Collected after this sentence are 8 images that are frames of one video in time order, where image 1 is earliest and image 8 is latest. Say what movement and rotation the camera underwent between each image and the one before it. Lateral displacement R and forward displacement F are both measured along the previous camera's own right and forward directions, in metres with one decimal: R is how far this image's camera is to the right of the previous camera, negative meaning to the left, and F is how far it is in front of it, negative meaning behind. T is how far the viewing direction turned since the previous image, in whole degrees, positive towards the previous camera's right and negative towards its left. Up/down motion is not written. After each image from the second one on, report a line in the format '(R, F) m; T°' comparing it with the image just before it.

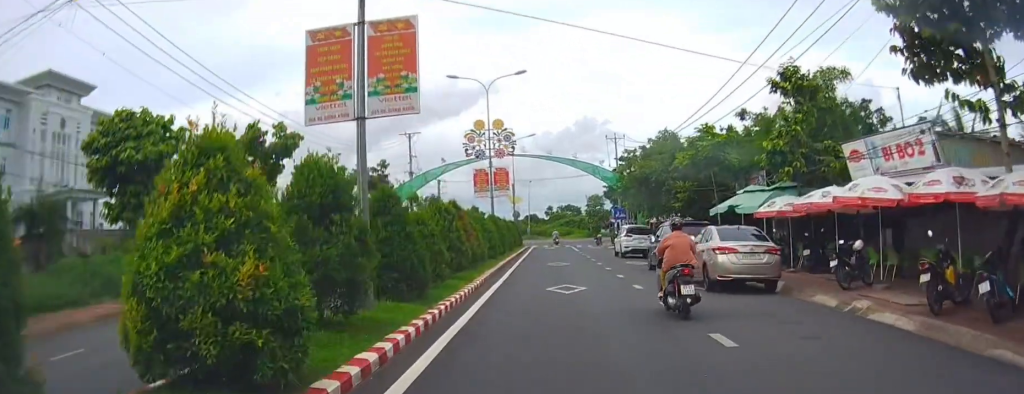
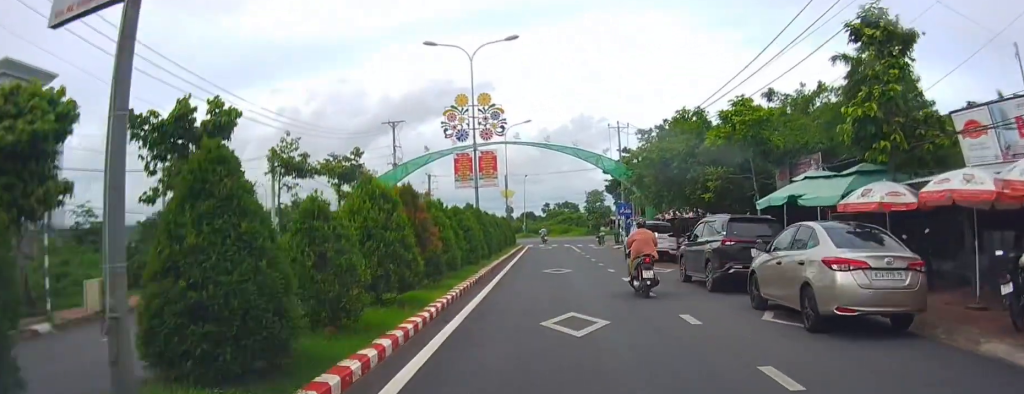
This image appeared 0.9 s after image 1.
(-0.1, +6.6) m; -2°
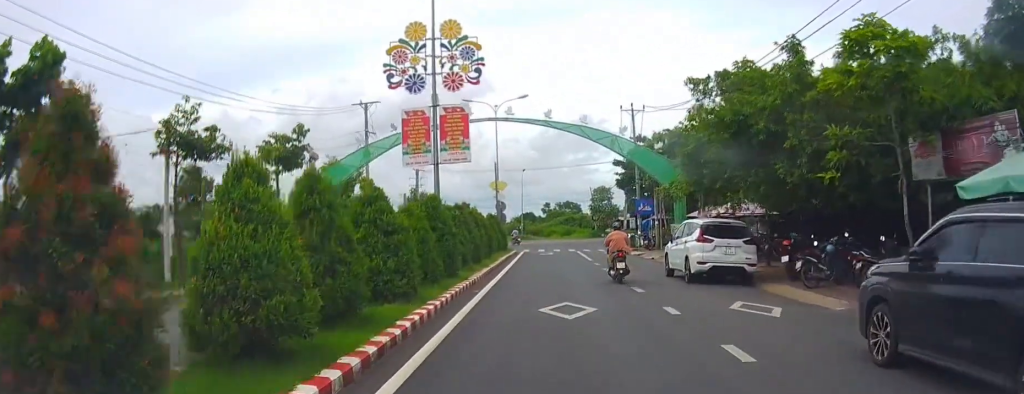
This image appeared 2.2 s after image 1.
(0.0, +11.2) m; +3°
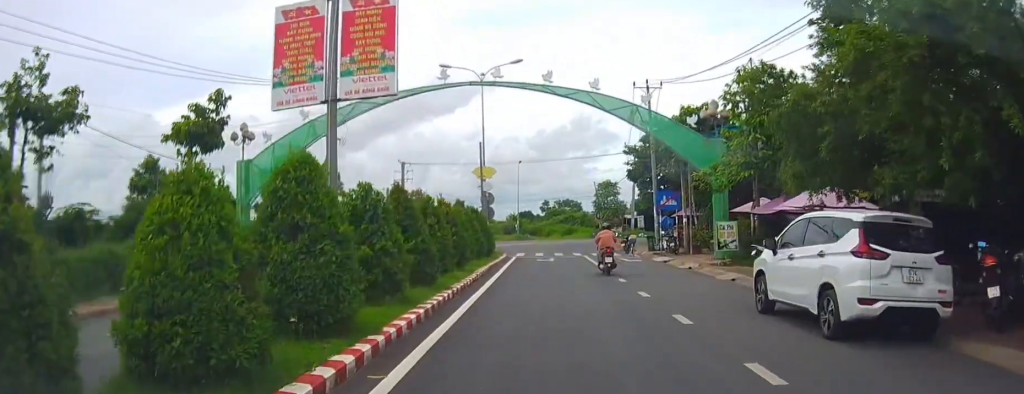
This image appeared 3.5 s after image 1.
(+0.2, +9.8) m; +1°
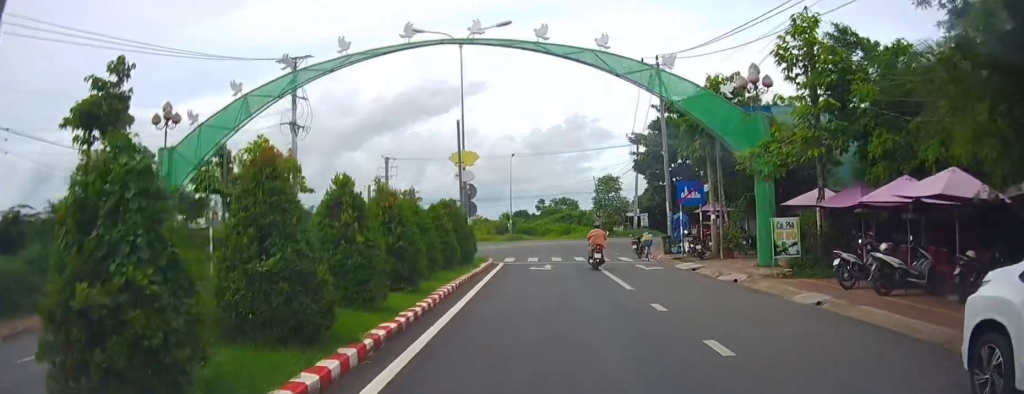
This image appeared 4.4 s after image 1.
(0.0, +7.6) m; 0°
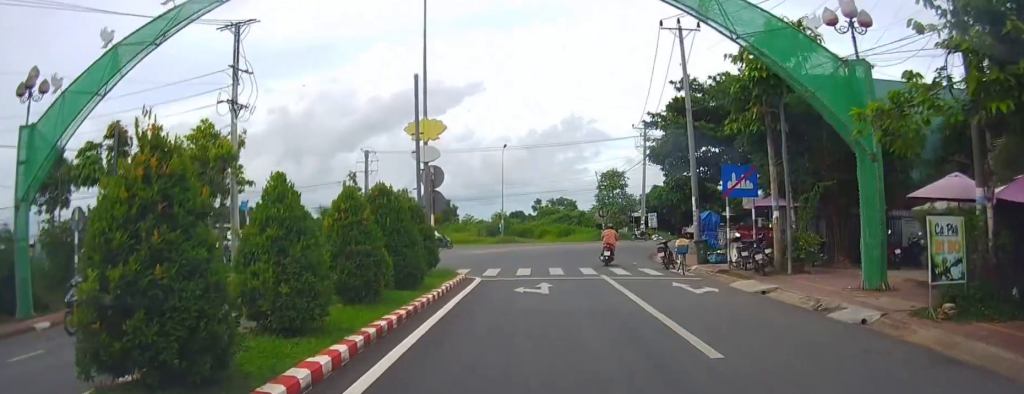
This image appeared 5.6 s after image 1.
(-0.2, +9.3) m; -8°
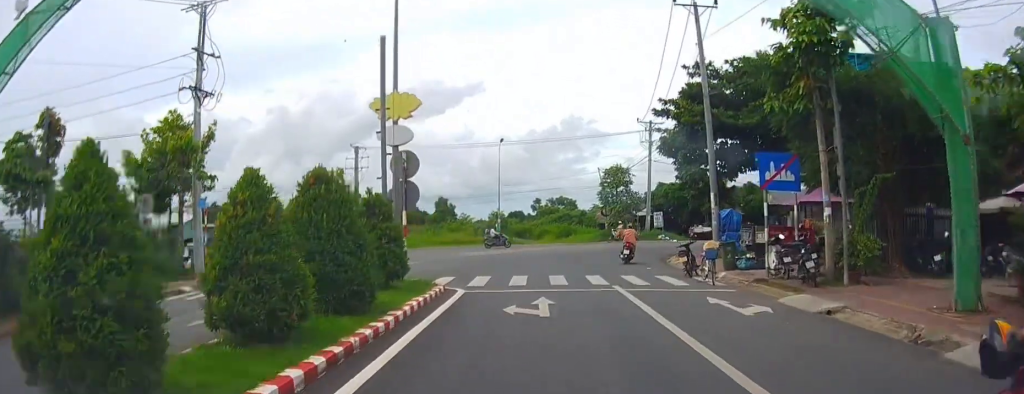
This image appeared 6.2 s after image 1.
(-0.6, +4.3) m; -1°
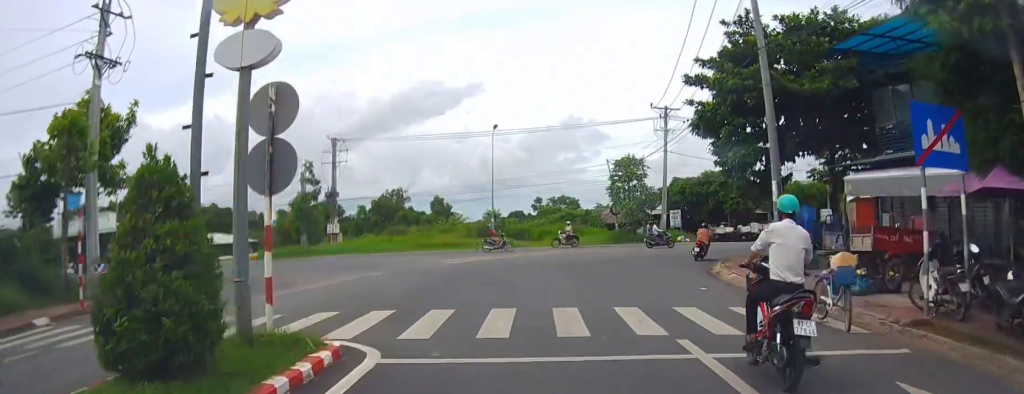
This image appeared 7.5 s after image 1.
(+0.5, +9.1) m; -1°
